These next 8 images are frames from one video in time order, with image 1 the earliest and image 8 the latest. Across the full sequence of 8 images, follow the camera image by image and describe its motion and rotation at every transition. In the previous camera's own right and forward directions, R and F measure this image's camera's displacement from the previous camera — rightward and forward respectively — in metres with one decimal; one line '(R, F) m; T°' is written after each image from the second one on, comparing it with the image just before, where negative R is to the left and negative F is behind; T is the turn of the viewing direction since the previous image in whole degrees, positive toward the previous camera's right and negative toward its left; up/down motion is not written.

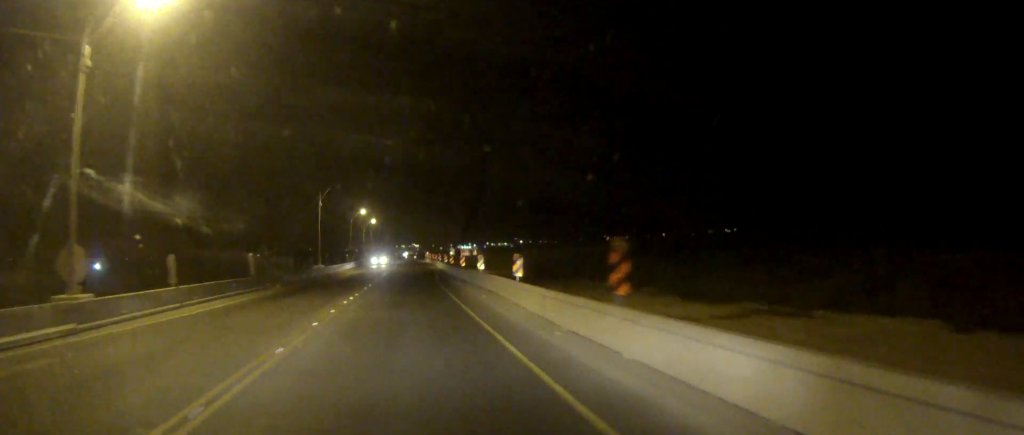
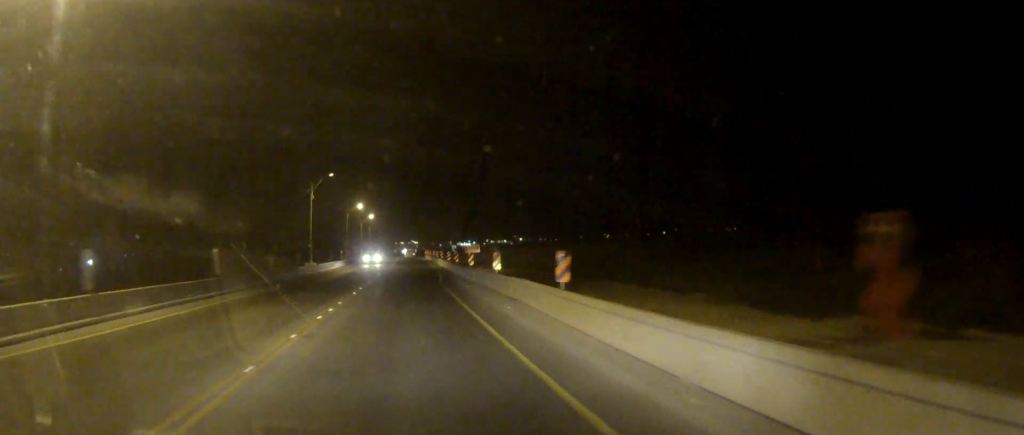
(0.0, +6.1) m; 0°
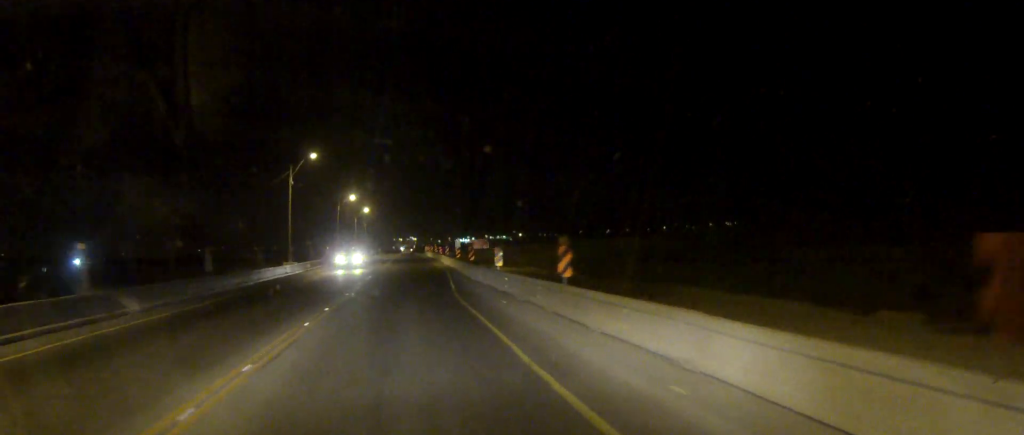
(0.0, +11.6) m; 0°
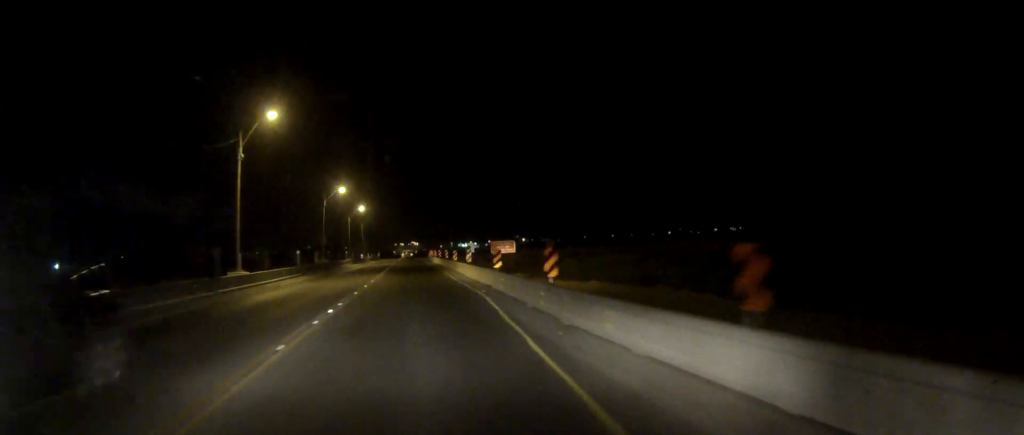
(+0.1, +18.4) m; 0°
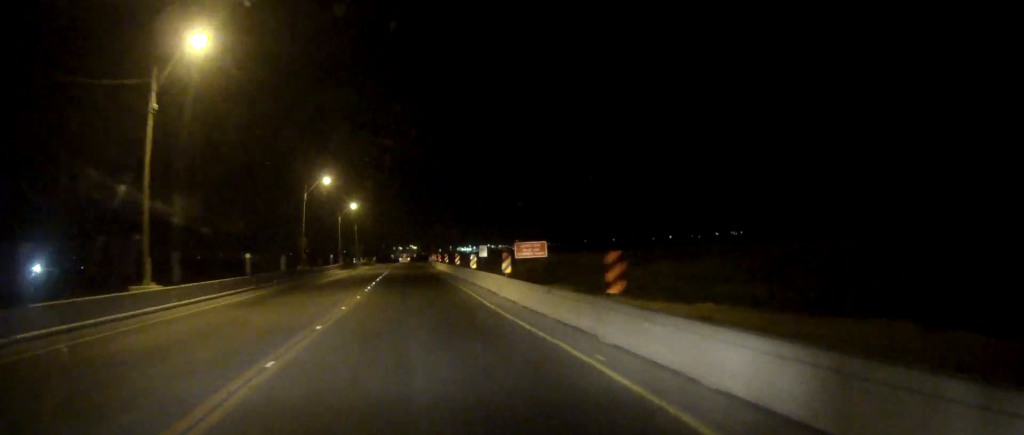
(-0.1, +14.4) m; 0°
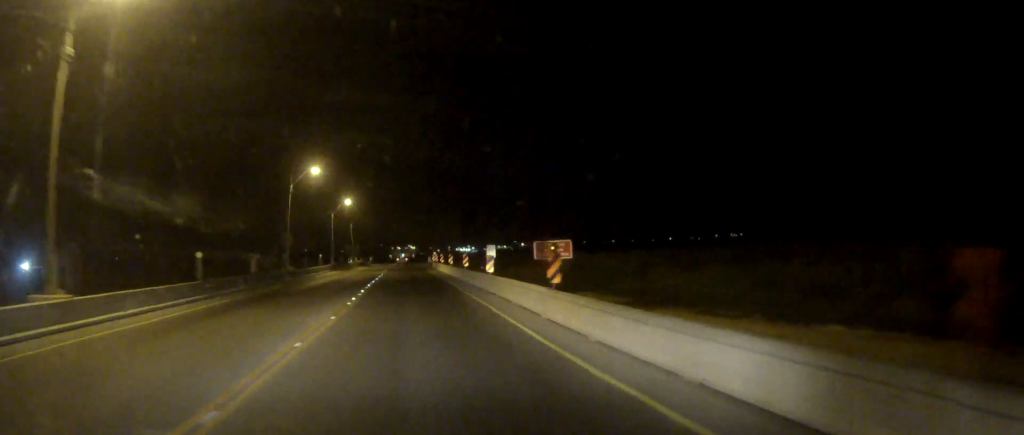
(0.0, +7.5) m; 0°
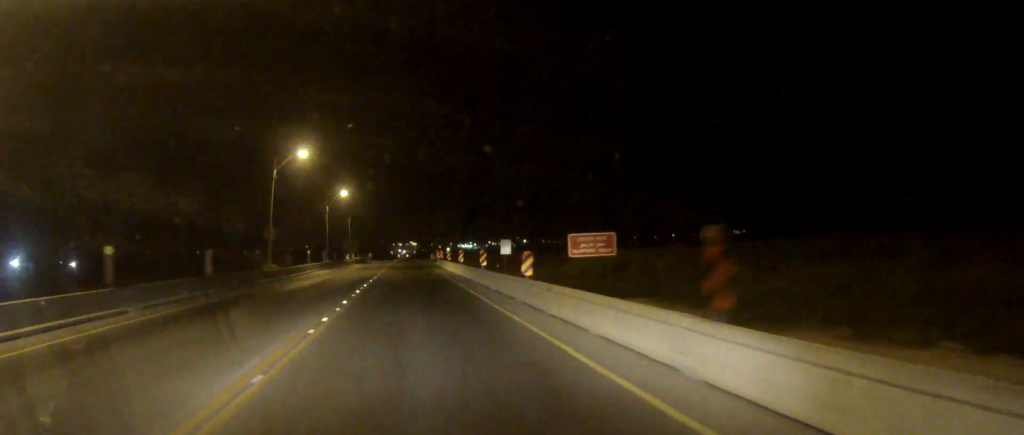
(0.0, +8.0) m; 0°
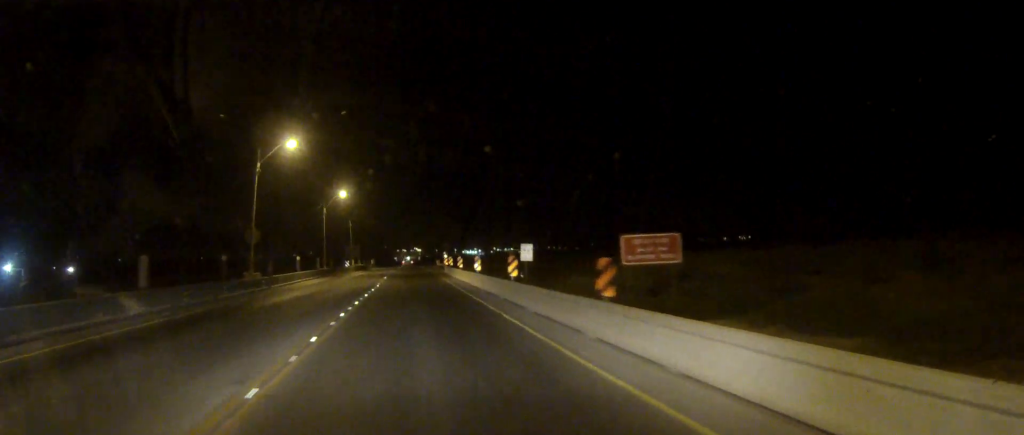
(0.0, +7.1) m; 0°
